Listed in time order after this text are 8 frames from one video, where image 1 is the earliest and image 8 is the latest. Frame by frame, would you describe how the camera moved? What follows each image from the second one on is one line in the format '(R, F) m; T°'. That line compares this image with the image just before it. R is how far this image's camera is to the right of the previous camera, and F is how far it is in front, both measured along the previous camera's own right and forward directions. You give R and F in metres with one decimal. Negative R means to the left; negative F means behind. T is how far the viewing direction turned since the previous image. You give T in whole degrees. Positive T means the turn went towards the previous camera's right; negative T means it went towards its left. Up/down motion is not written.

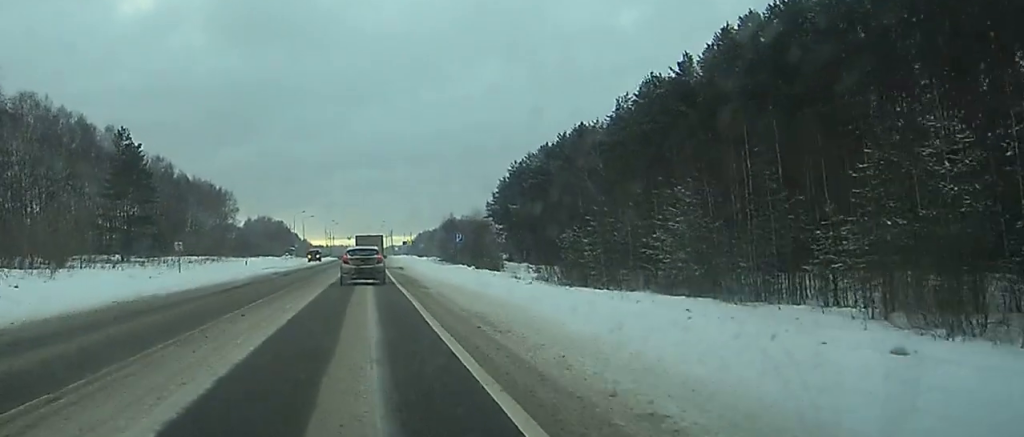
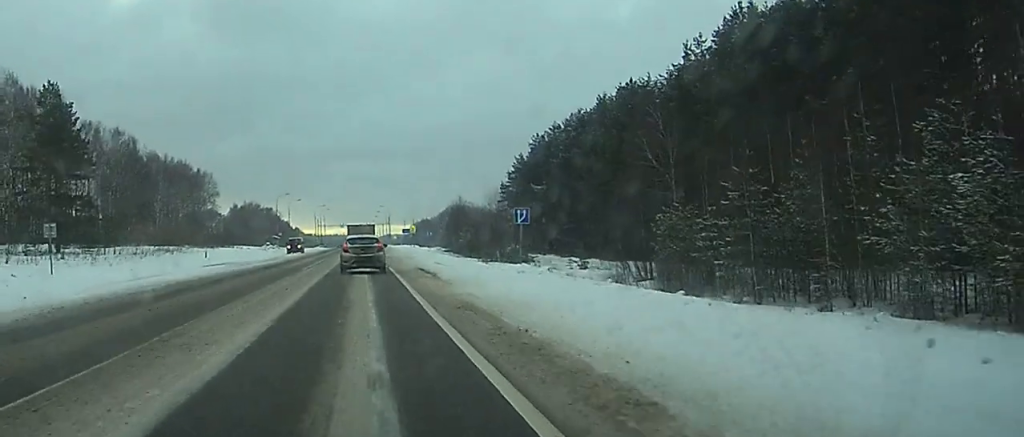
(0.0, +28.5) m; 0°
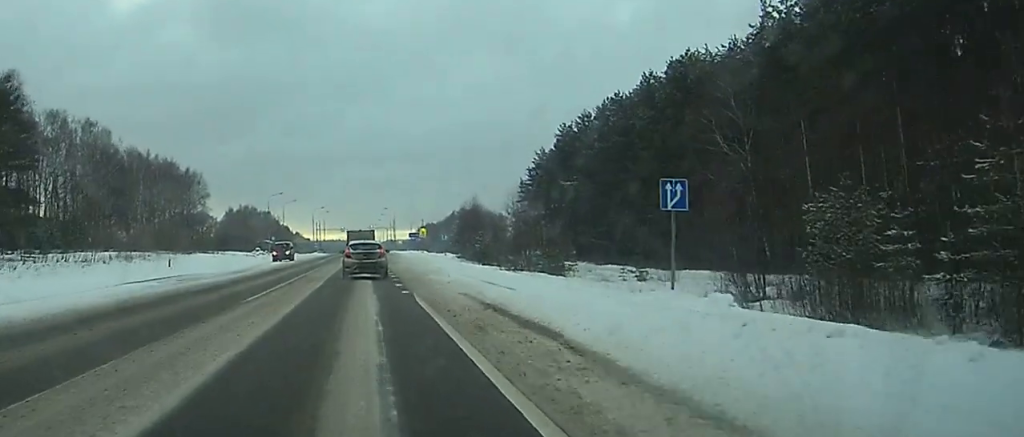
(0.0, +19.8) m; 0°
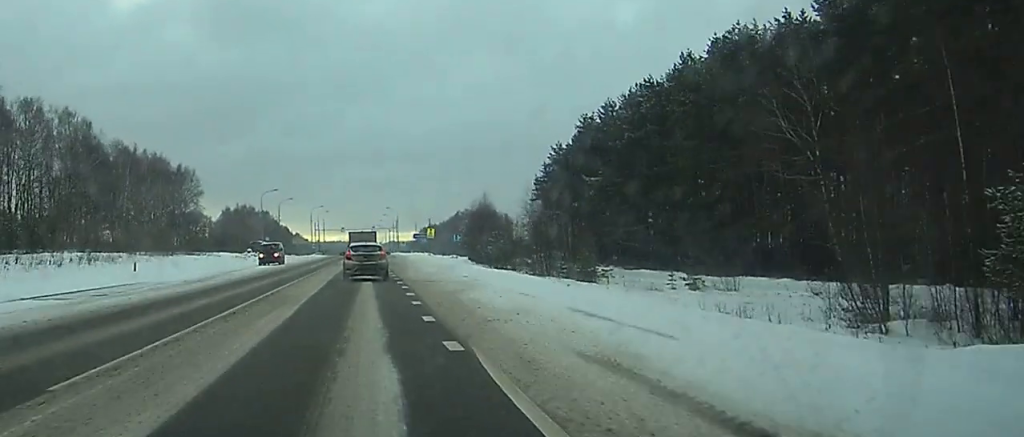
(0.0, +12.6) m; 0°
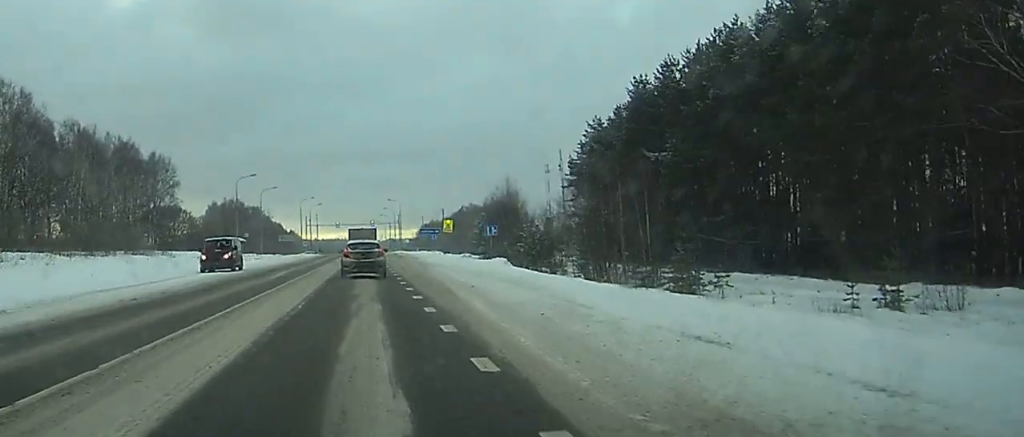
(+0.1, +26.7) m; 0°
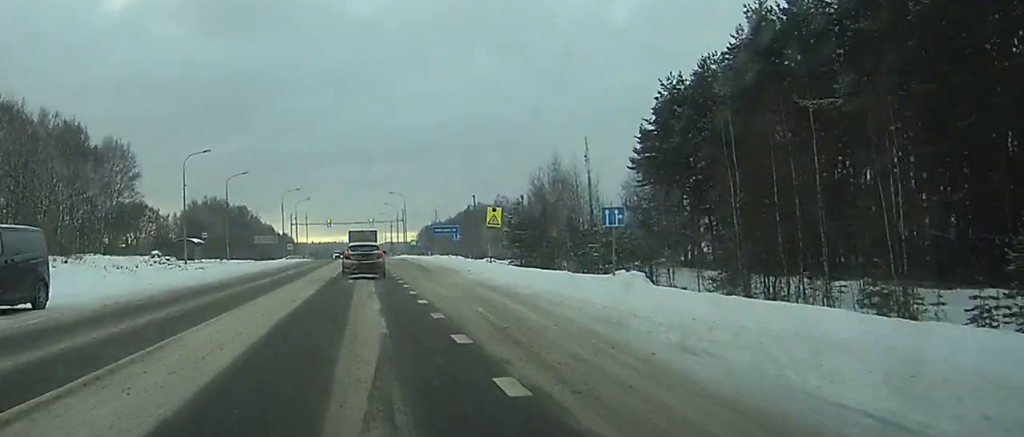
(-0.1, +34.0) m; 0°
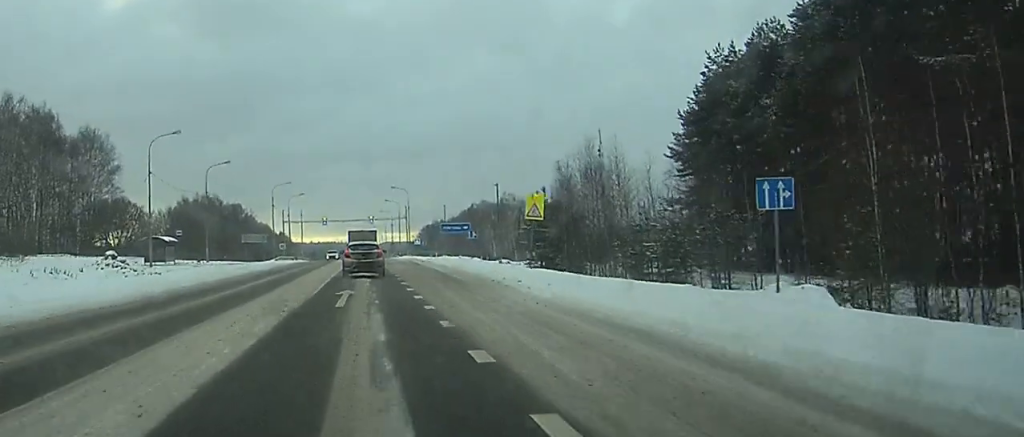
(0.0, +13.9) m; 0°
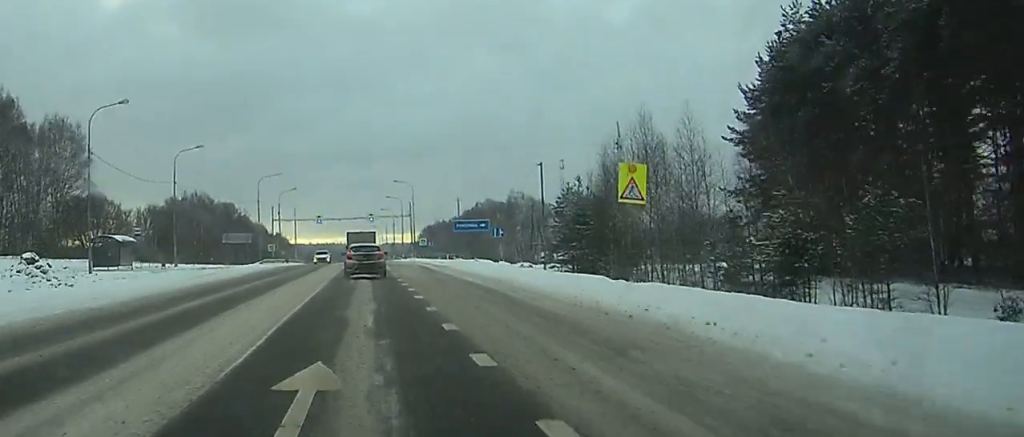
(0.0, +16.1) m; 0°
